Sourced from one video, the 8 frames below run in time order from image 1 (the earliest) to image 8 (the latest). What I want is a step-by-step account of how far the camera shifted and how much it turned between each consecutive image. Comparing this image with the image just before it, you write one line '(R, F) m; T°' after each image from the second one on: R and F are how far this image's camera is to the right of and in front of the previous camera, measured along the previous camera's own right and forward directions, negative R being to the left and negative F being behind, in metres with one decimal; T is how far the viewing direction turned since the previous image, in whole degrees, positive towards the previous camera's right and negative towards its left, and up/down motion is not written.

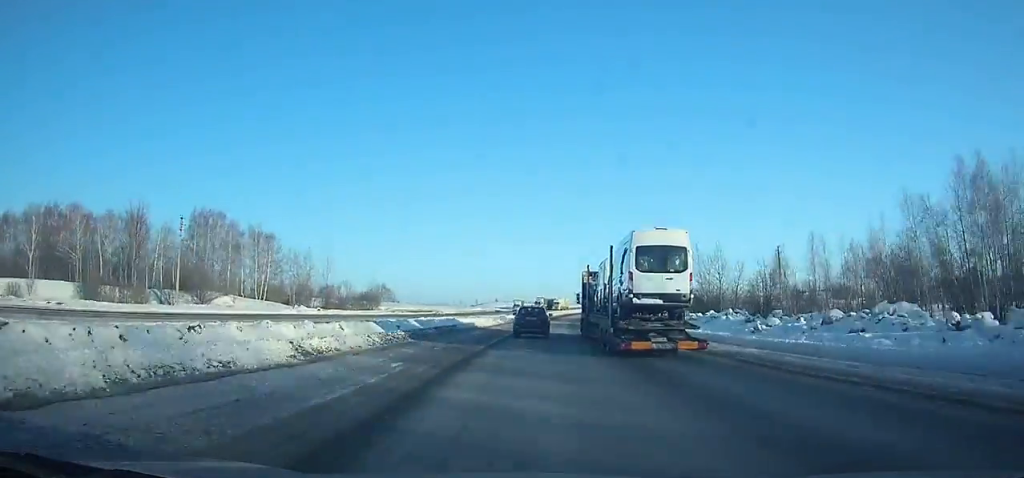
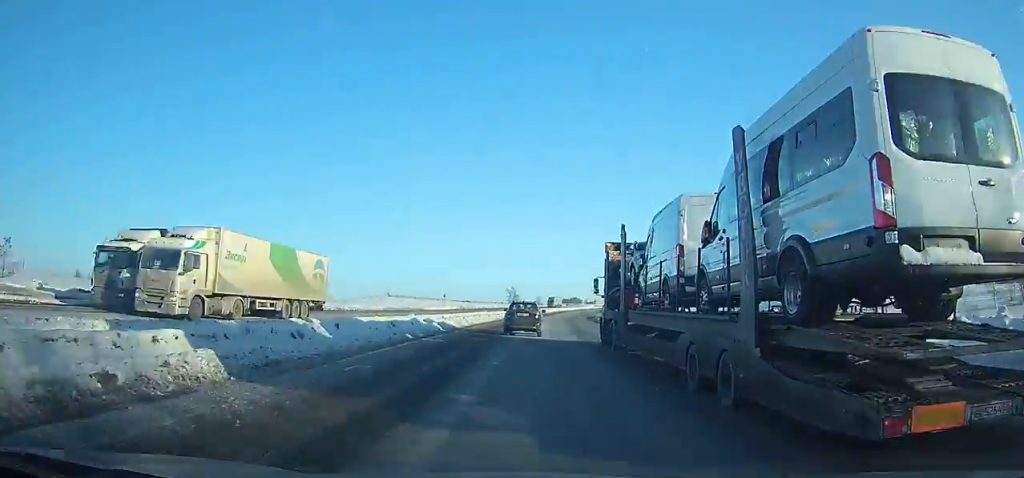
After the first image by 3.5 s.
(+5.3, +91.1) m; +7°
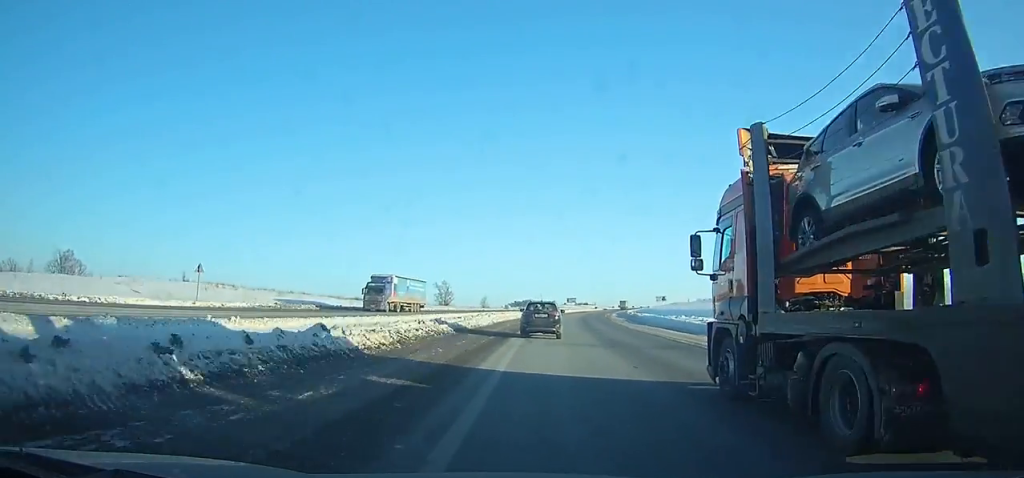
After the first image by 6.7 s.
(+4.0, +83.2) m; +5°
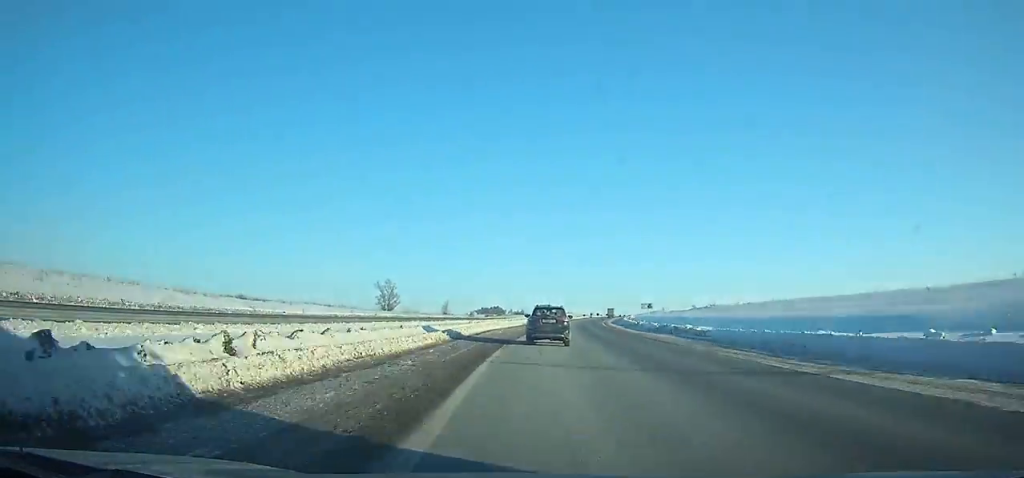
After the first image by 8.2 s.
(+1.3, +39.0) m; +3°
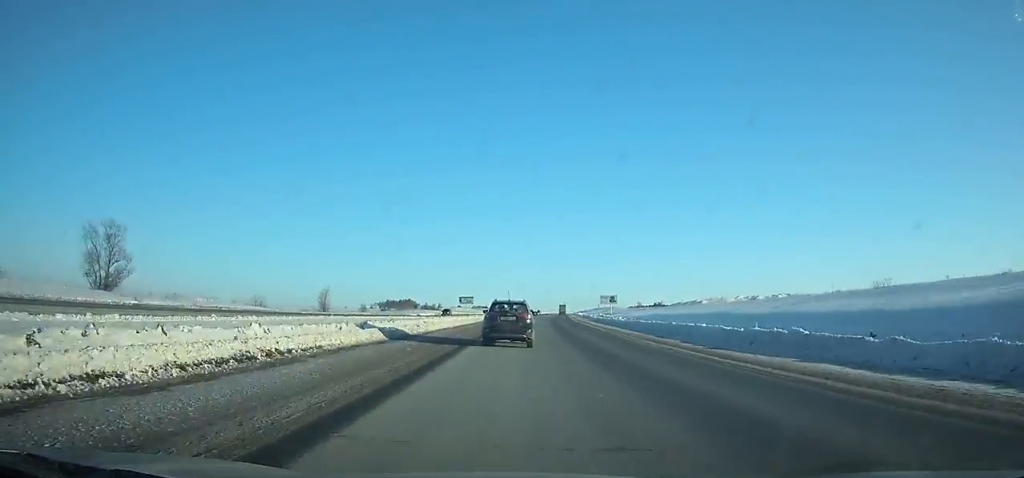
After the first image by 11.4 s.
(+4.4, +82.8) m; +6°
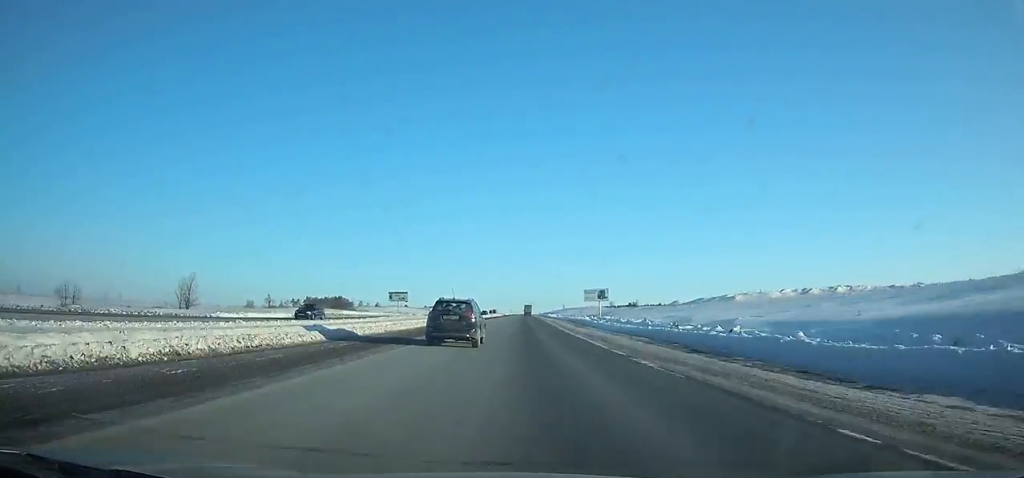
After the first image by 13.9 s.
(+2.5, +64.5) m; +3°
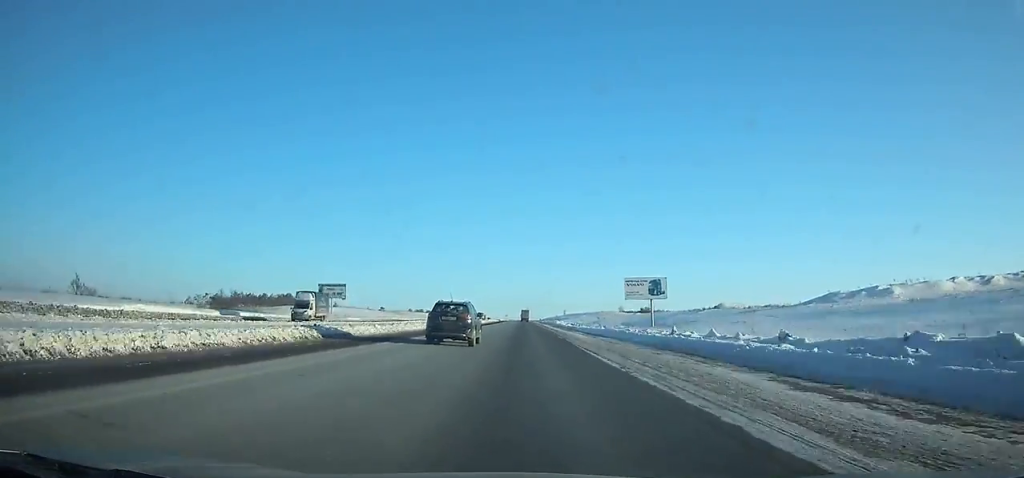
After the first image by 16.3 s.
(+1.1, +61.8) m; +1°
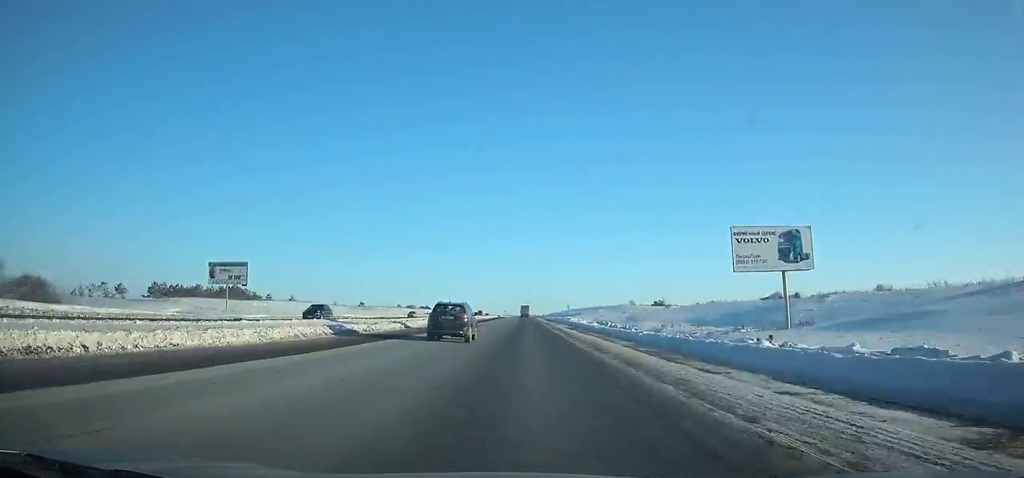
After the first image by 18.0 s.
(0.0, +43.7) m; 0°
